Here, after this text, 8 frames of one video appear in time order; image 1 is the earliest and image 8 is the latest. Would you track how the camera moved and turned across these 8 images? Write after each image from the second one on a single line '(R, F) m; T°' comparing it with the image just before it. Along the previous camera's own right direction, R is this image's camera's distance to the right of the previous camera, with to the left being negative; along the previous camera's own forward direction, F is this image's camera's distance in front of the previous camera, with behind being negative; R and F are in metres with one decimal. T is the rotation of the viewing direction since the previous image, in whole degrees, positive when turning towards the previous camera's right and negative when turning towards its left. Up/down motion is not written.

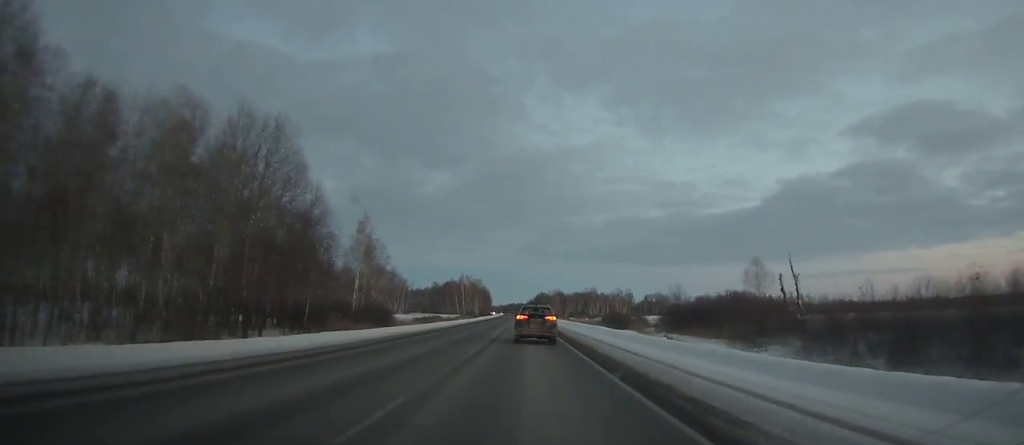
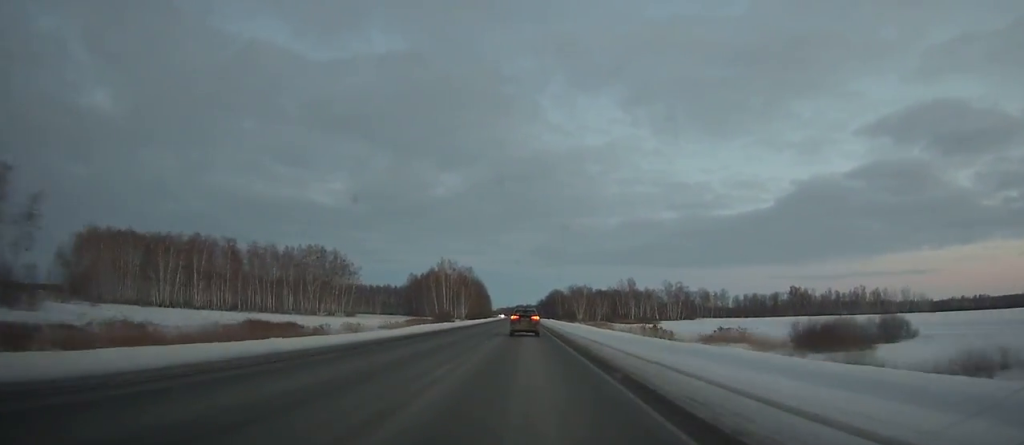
(-0.5, +99.6) m; -1°
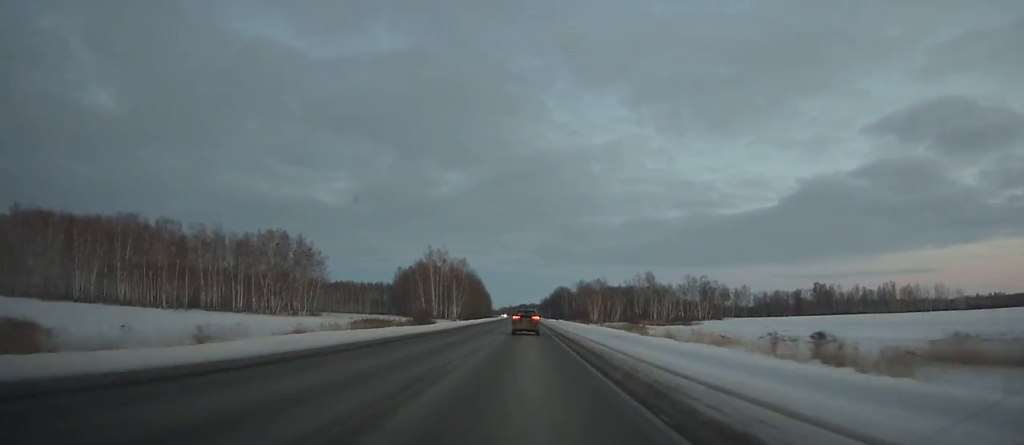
(0.0, +32.1) m; 0°
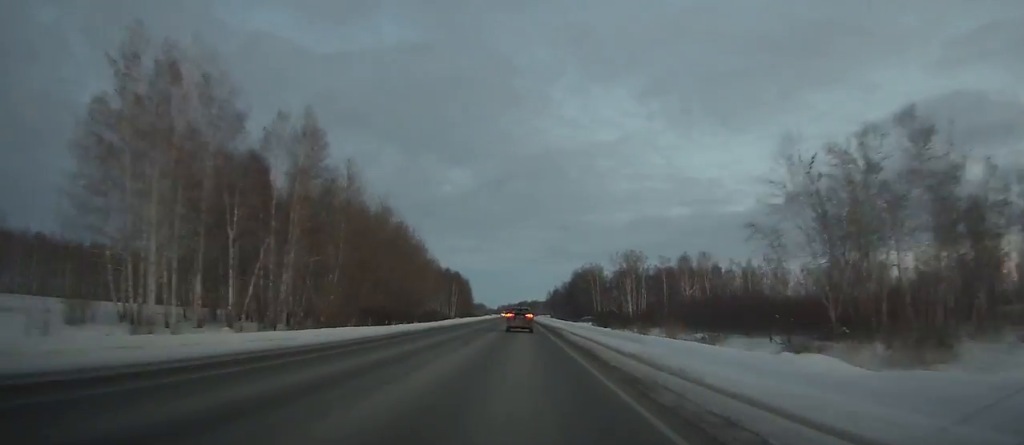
(-0.7, +140.3) m; -1°
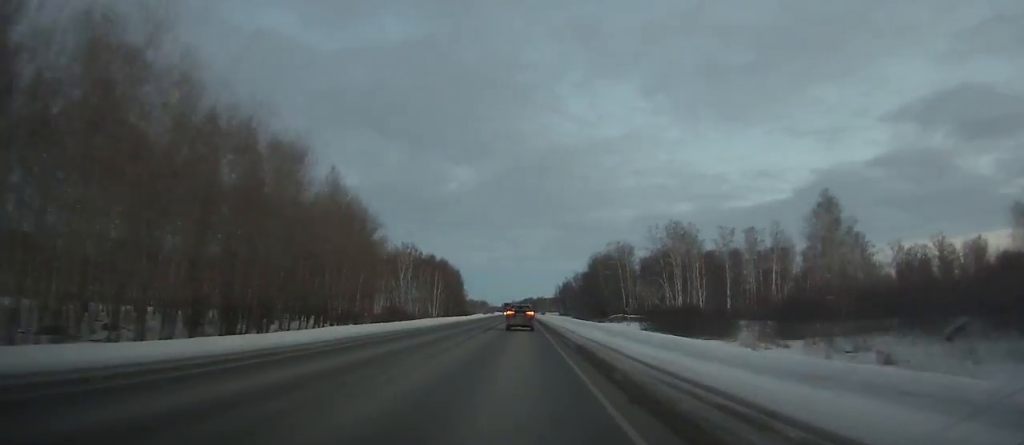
(+0.2, +47.2) m; 0°
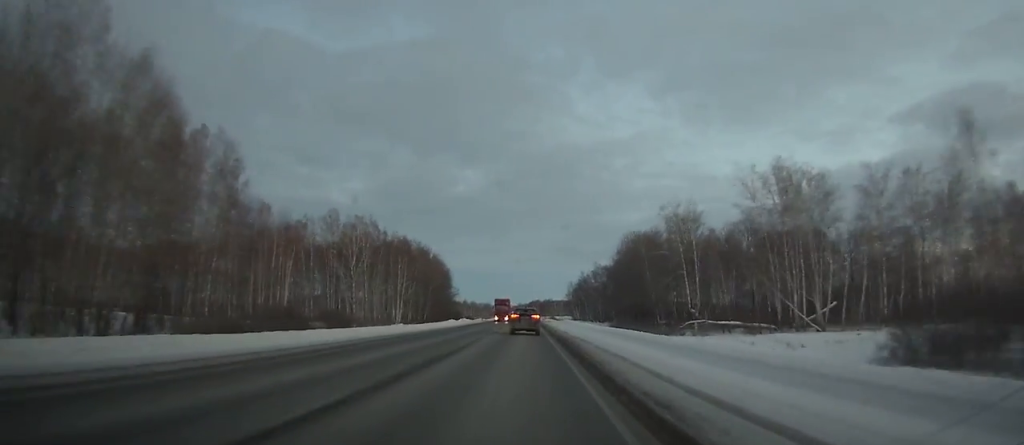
(-0.4, +50.6) m; 0°
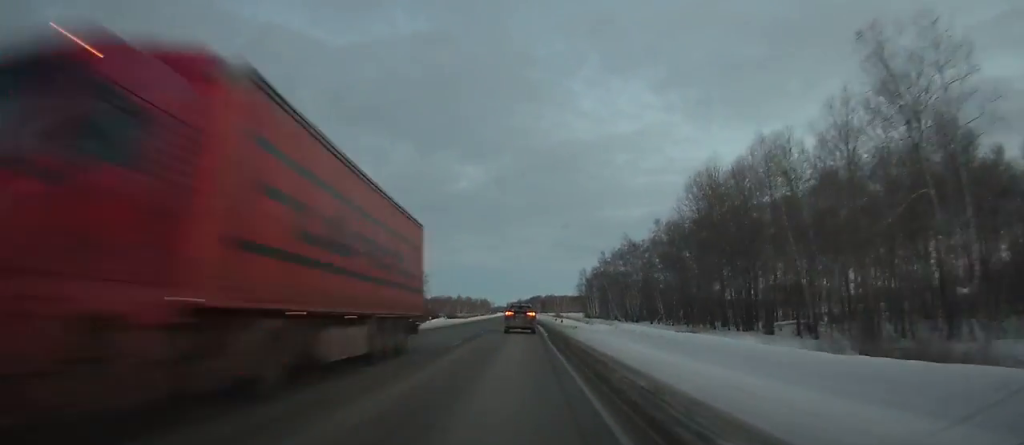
(-0.3, +56.1) m; 0°
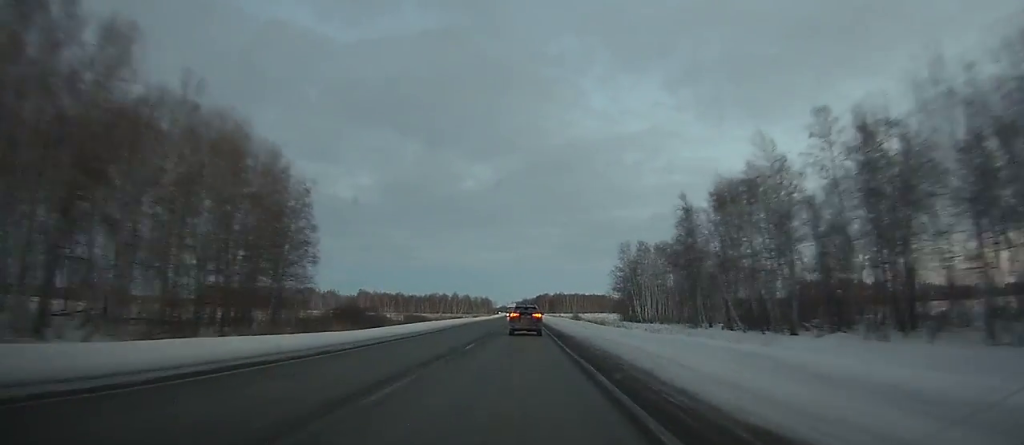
(-0.2, +72.7) m; 0°
